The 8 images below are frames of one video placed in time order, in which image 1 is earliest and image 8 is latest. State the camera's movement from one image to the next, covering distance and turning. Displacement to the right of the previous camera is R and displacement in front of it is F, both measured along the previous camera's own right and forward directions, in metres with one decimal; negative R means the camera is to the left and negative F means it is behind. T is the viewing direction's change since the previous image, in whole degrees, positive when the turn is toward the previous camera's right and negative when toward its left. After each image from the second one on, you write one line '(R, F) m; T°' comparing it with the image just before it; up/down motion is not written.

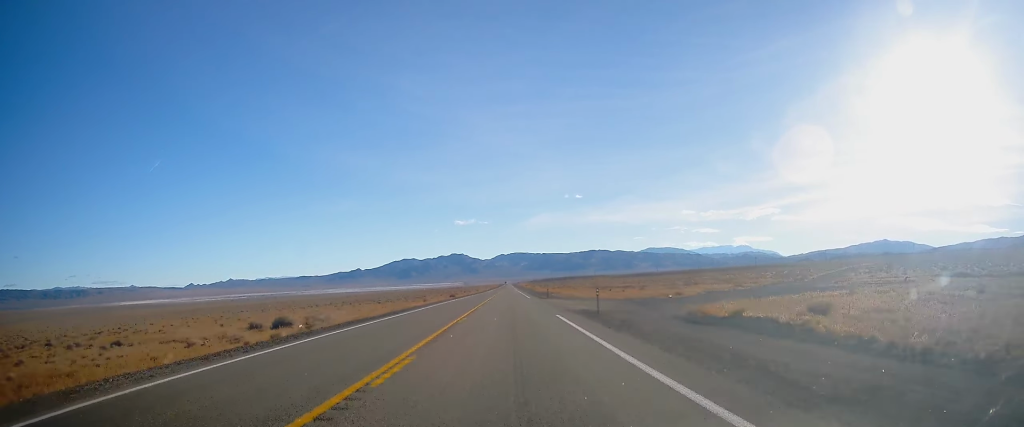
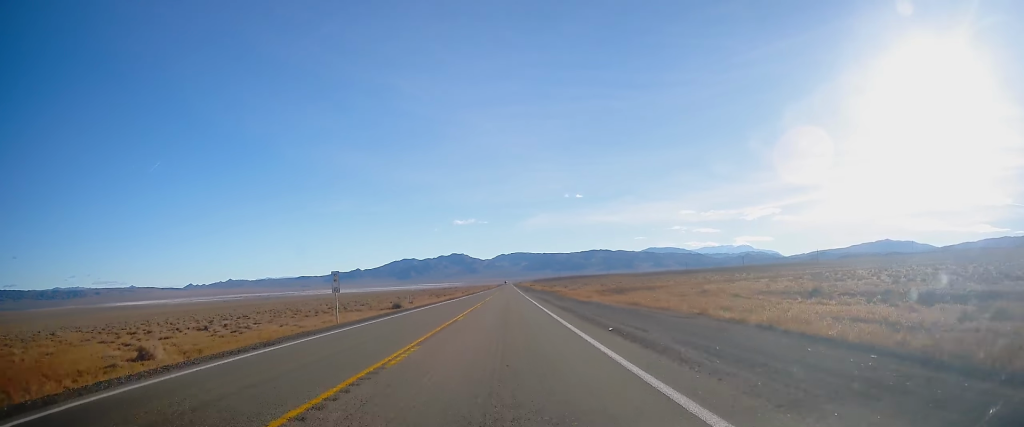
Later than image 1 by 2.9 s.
(-0.6, +95.3) m; -1°
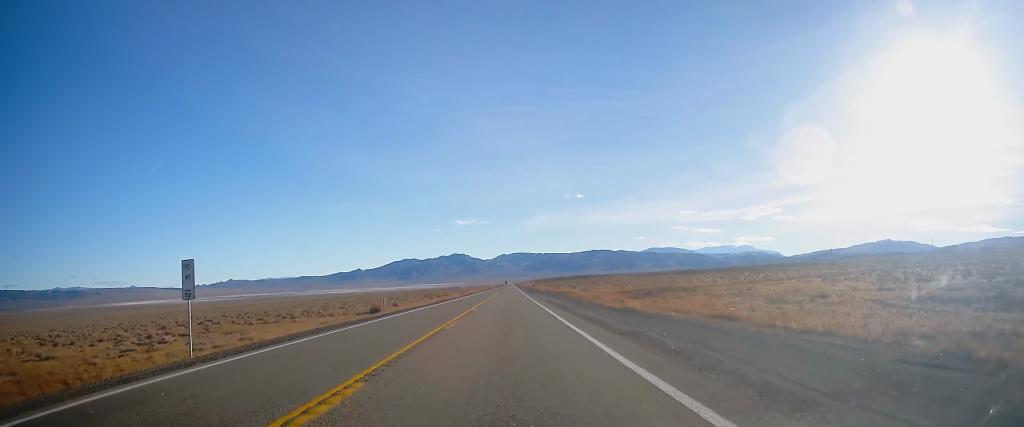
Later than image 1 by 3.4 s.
(-0.2, +16.6) m; 0°
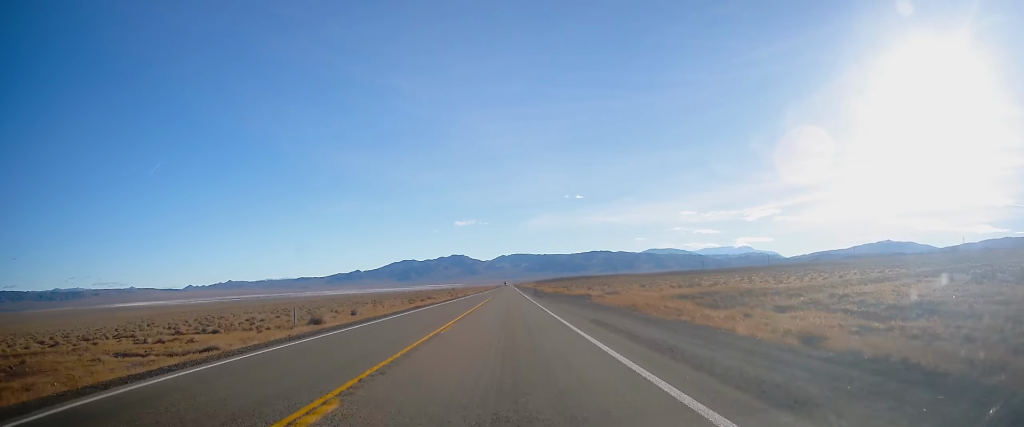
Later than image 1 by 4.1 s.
(-0.1, +25.6) m; 0°
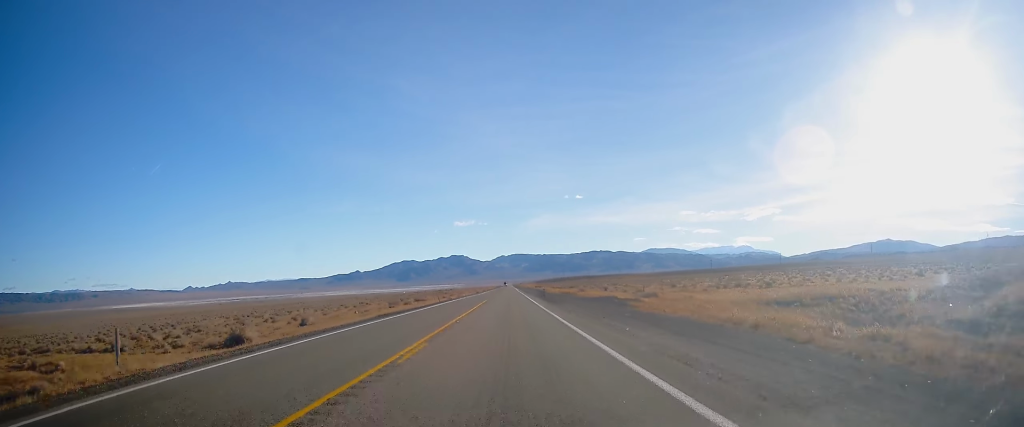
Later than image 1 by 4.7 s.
(-0.1, +17.8) m; 0°
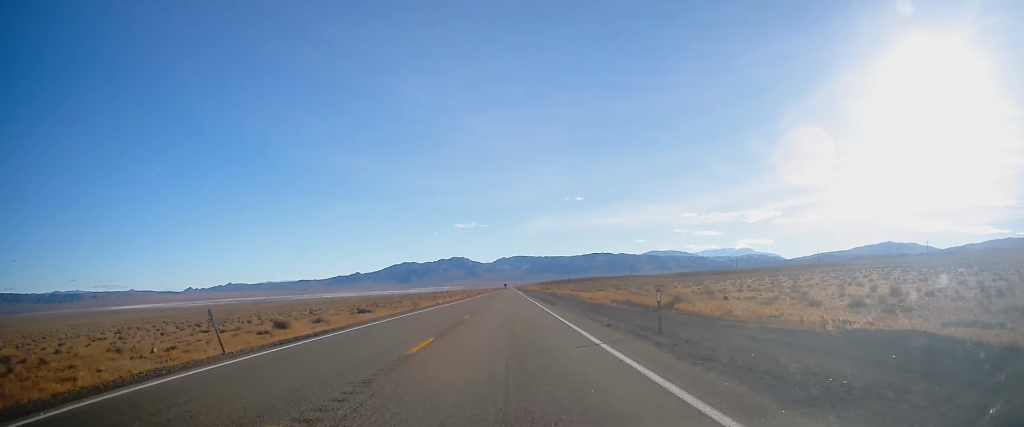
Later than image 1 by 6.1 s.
(+0.3, +47.2) m; 0°
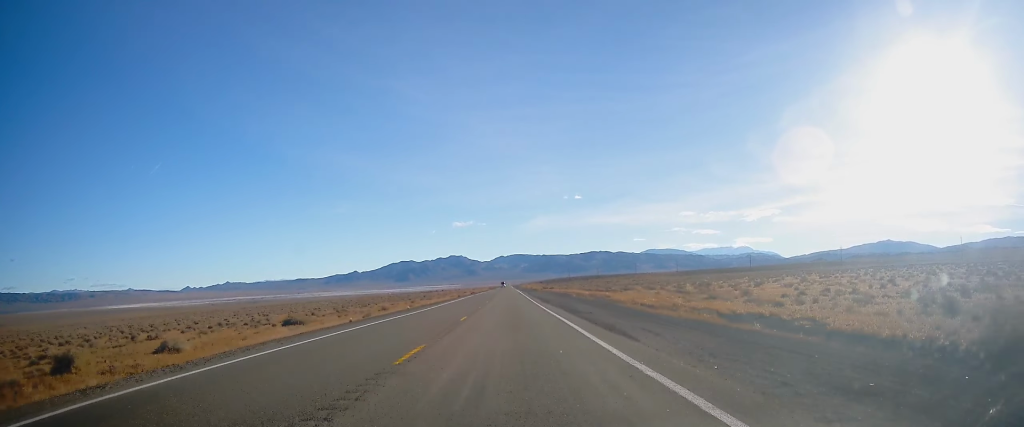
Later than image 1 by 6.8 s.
(-0.2, +25.8) m; 0°
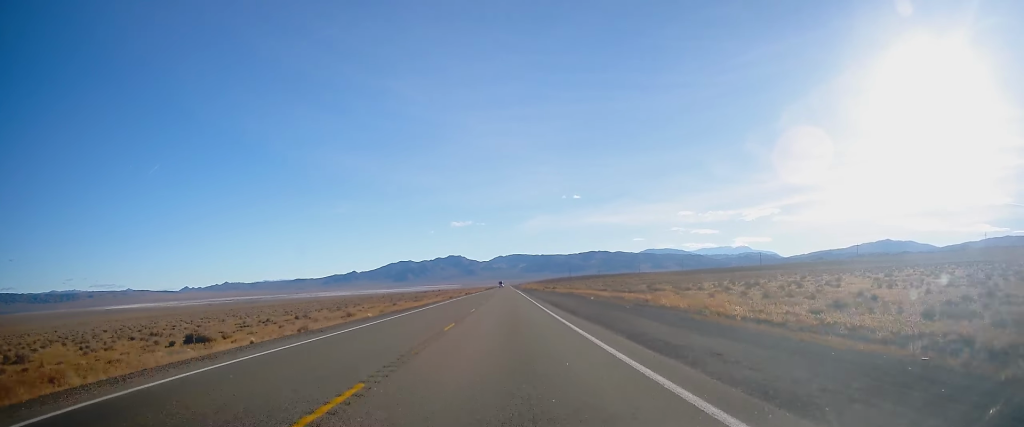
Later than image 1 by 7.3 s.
(+0.2, +16.9) m; 0°
